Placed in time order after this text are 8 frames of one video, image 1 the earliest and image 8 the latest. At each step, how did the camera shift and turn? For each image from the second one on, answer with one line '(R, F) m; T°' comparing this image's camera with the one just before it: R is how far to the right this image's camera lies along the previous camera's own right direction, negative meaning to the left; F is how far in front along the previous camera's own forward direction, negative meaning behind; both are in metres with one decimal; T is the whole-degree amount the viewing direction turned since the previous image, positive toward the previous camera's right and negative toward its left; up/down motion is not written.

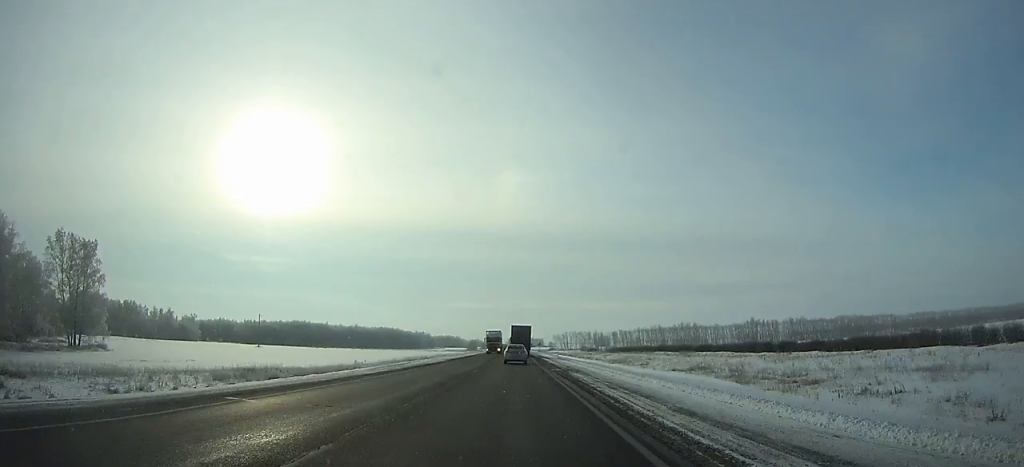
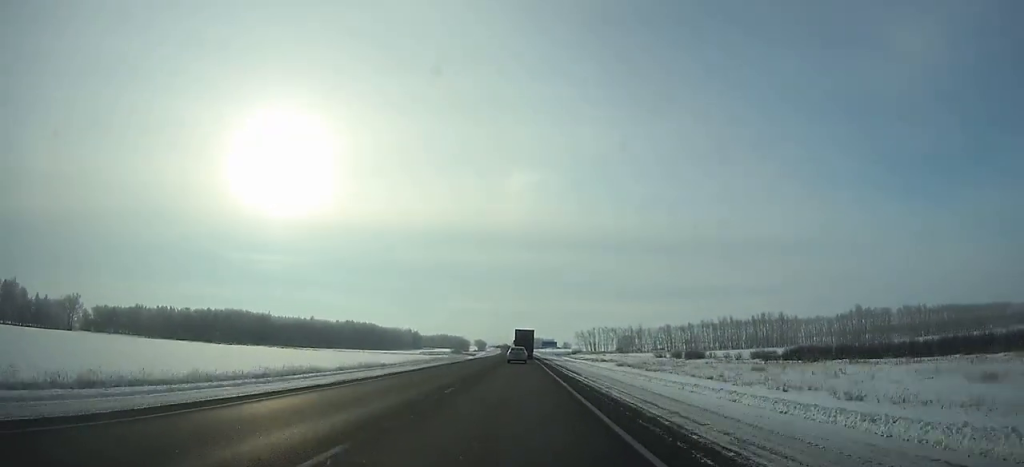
(-1.2, +143.6) m; -1°
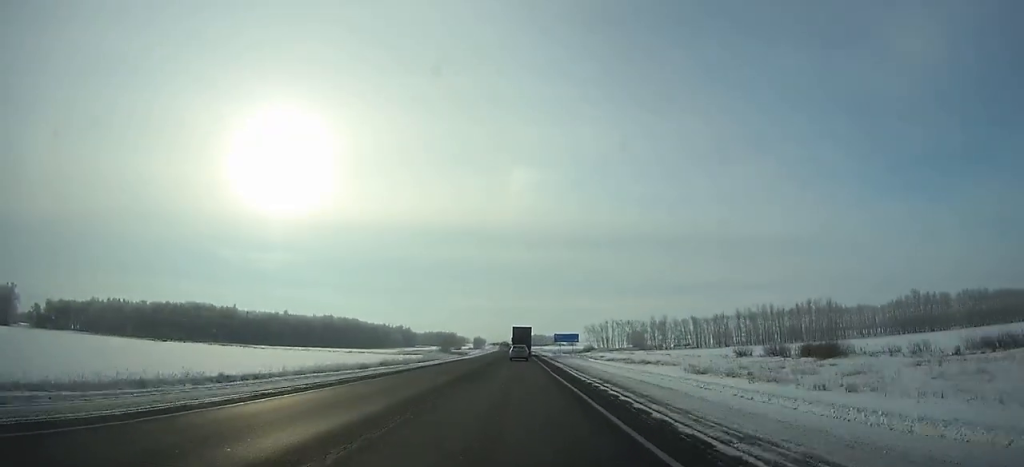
(+0.1, +52.3) m; 0°
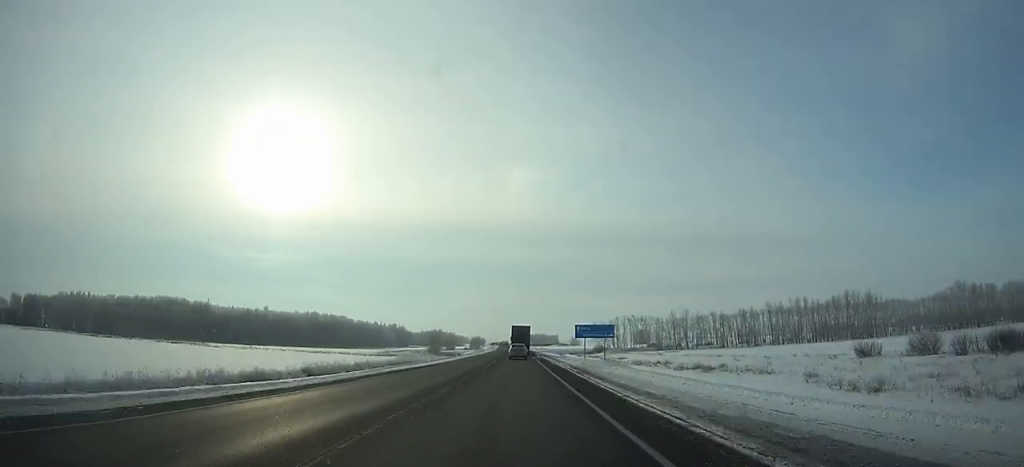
(-0.1, +32.8) m; 0°
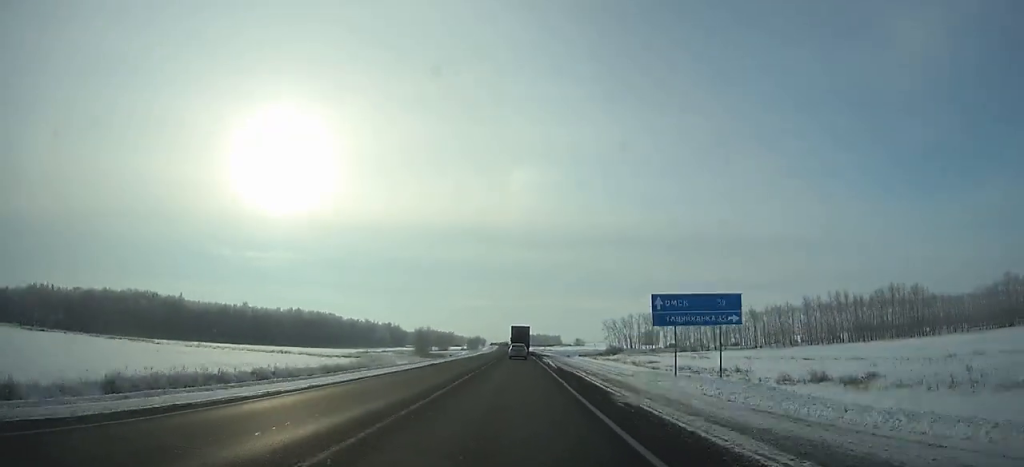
(-0.1, +30.7) m; 0°
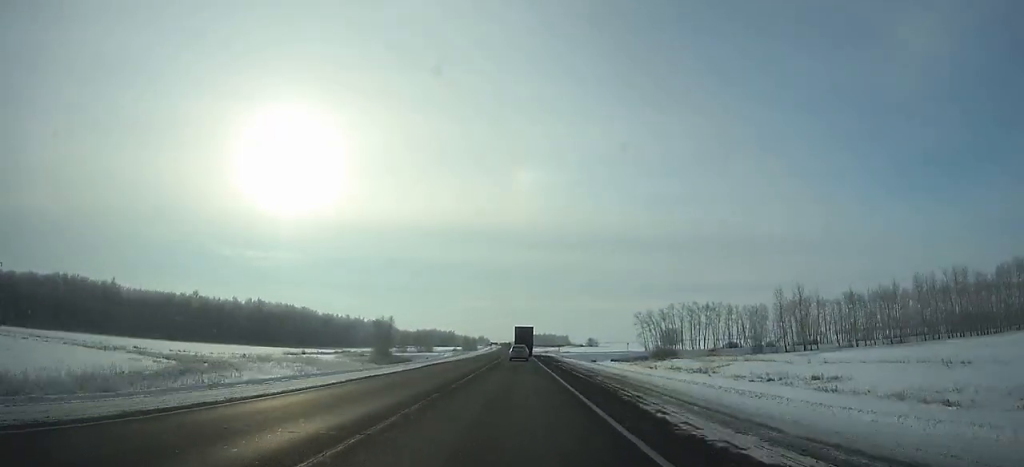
(-0.3, +59.5) m; 0°
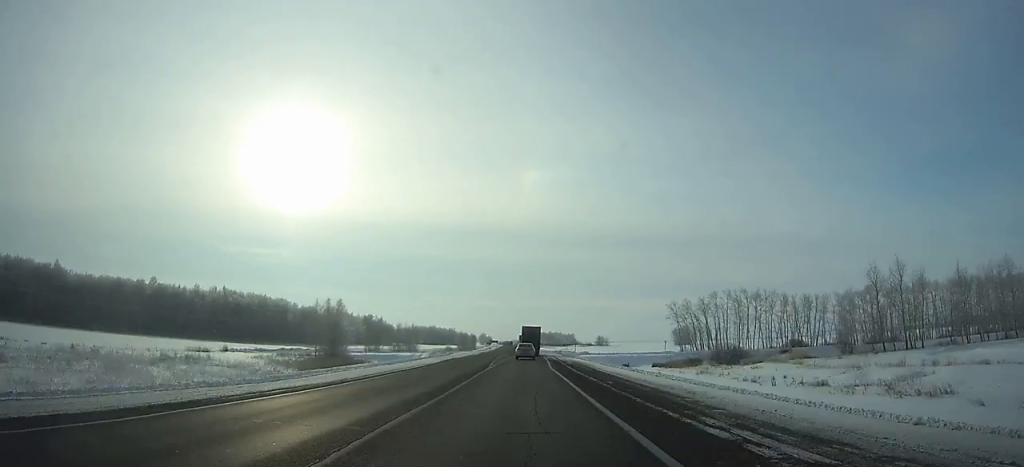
(0.0, +37.6) m; 0°
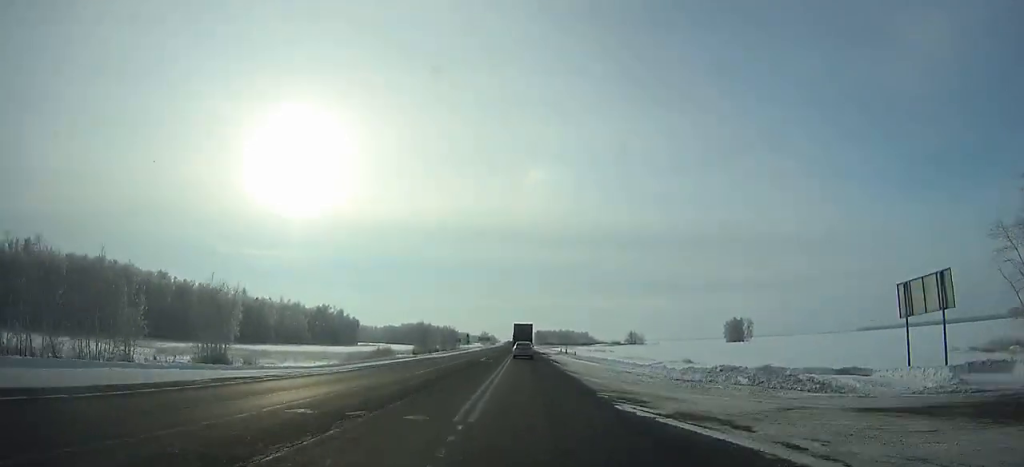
(-0.7, +110.3) m; -1°
